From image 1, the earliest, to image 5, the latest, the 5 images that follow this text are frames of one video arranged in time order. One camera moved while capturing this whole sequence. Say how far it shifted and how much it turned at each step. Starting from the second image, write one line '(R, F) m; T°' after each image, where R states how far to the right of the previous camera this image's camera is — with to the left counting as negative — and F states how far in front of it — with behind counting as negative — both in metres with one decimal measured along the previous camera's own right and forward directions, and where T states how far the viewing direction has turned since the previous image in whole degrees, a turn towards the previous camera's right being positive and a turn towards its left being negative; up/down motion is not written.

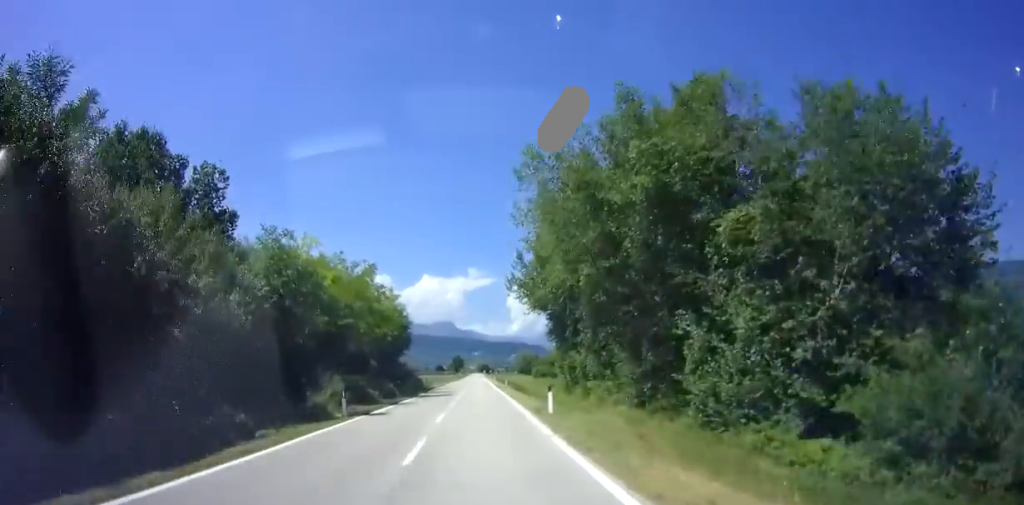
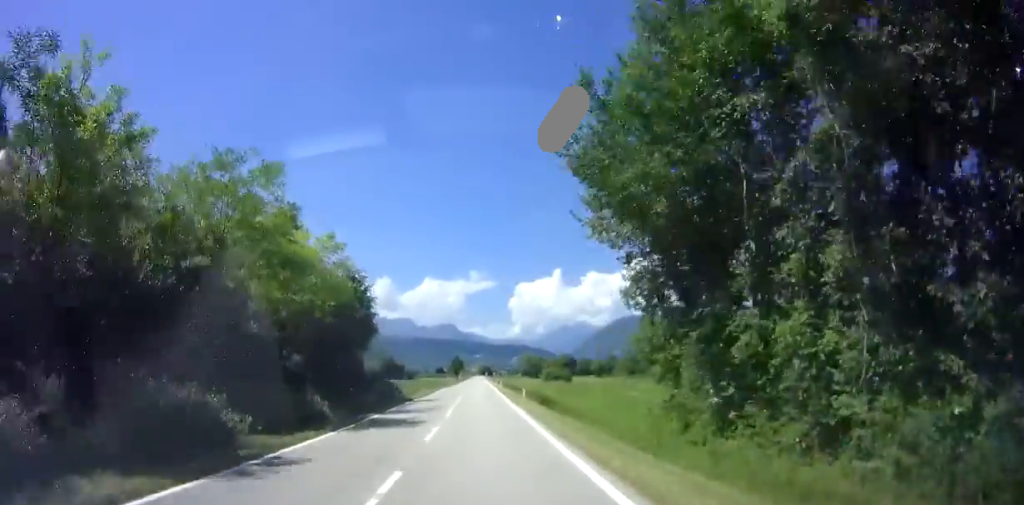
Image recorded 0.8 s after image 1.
(+0.1, +17.9) m; 0°
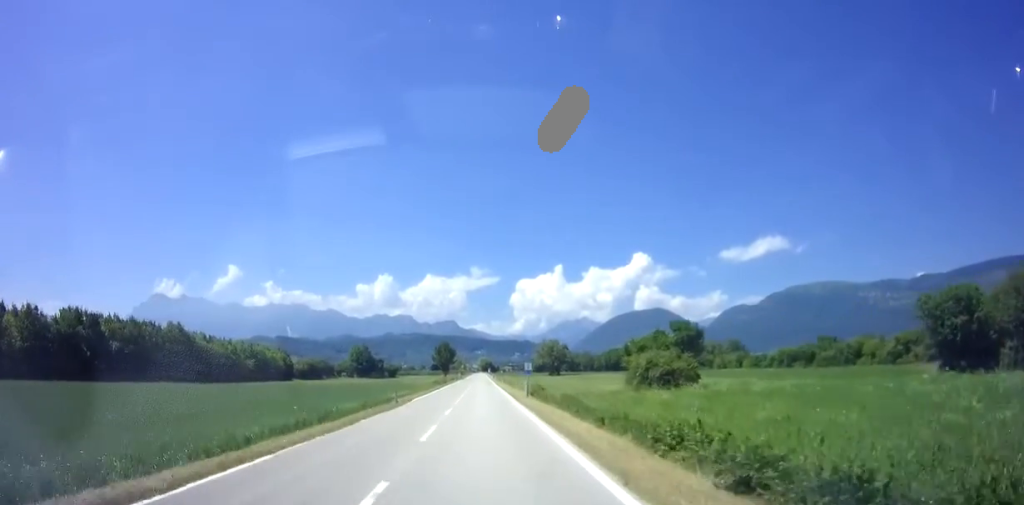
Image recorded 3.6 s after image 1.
(0.0, +65.8) m; 0°
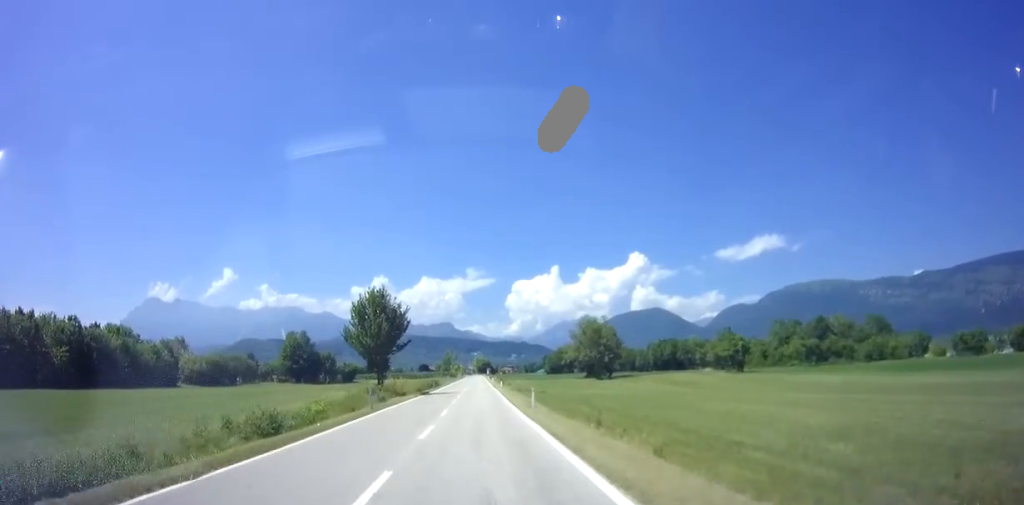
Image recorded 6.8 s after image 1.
(-0.4, +70.8) m; -1°
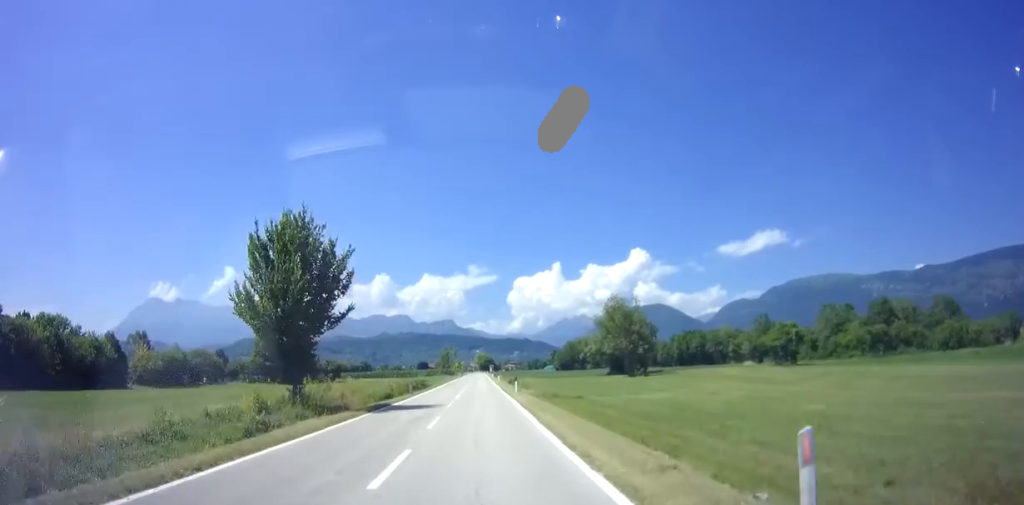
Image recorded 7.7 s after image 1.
(-0.2, +20.4) m; 0°
